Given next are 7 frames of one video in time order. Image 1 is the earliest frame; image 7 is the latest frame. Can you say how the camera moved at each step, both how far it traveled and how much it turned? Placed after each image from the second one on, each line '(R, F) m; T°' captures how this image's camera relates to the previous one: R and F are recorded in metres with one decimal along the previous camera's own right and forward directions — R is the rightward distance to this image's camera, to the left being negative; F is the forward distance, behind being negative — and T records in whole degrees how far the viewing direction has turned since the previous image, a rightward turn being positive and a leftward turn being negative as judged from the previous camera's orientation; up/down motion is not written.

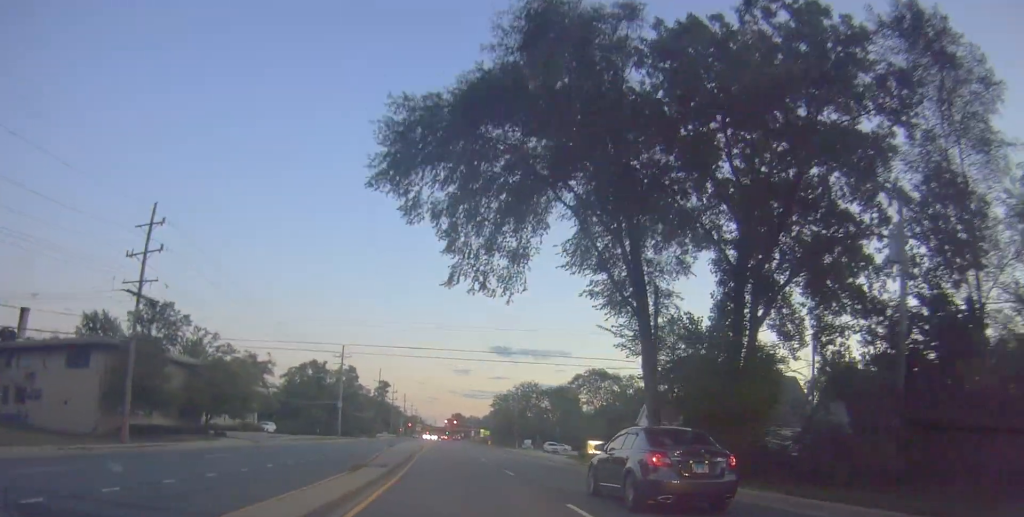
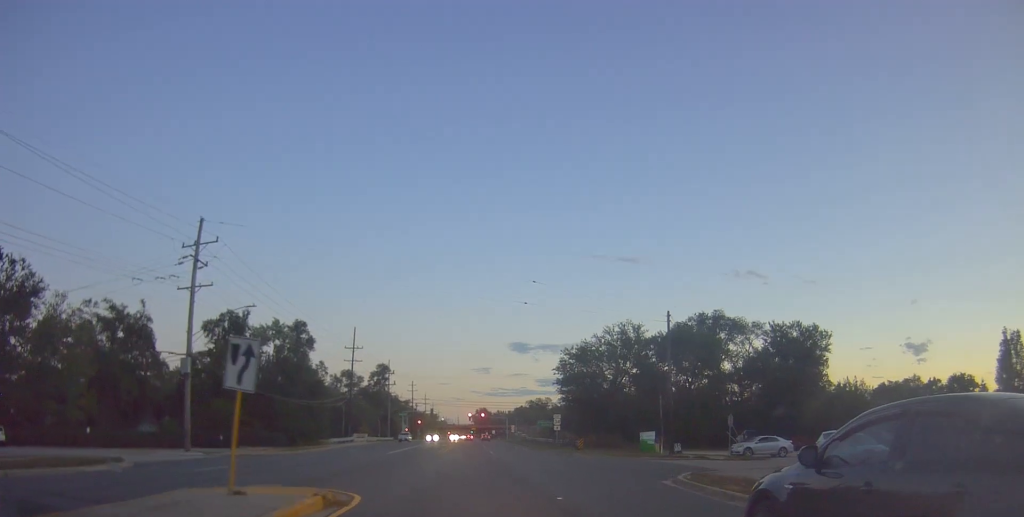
(-2.7, +66.7) m; -3°
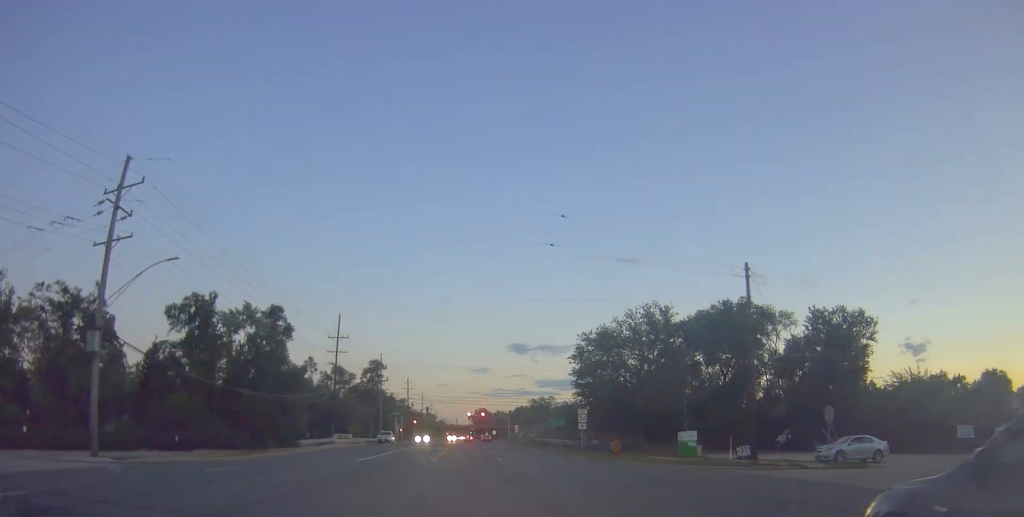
(-0.1, +11.1) m; 0°
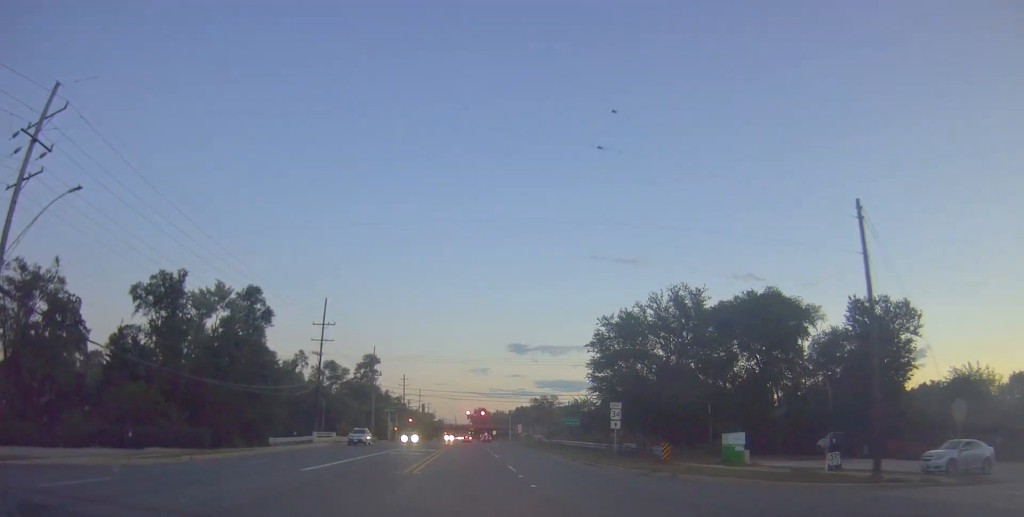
(0.0, +8.9) m; 0°
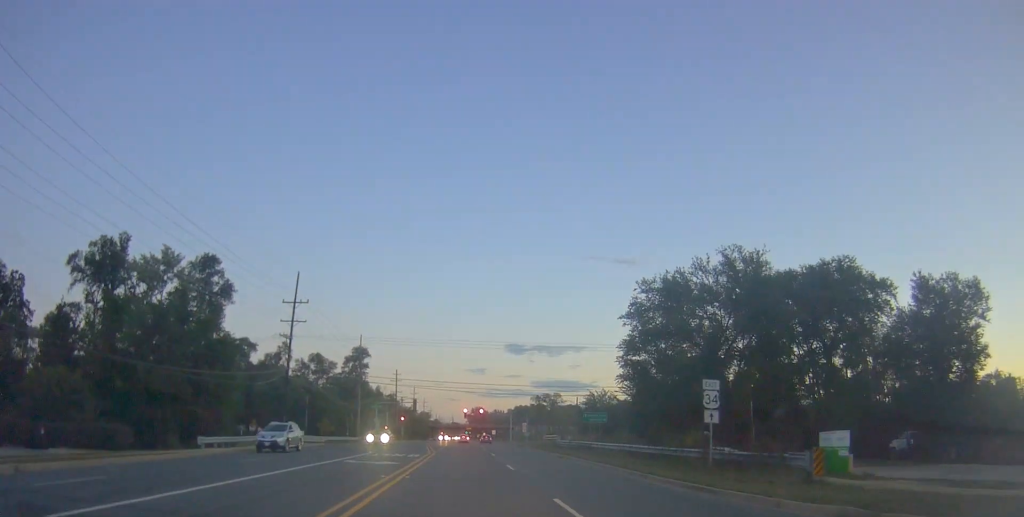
(+0.1, +12.4) m; +1°
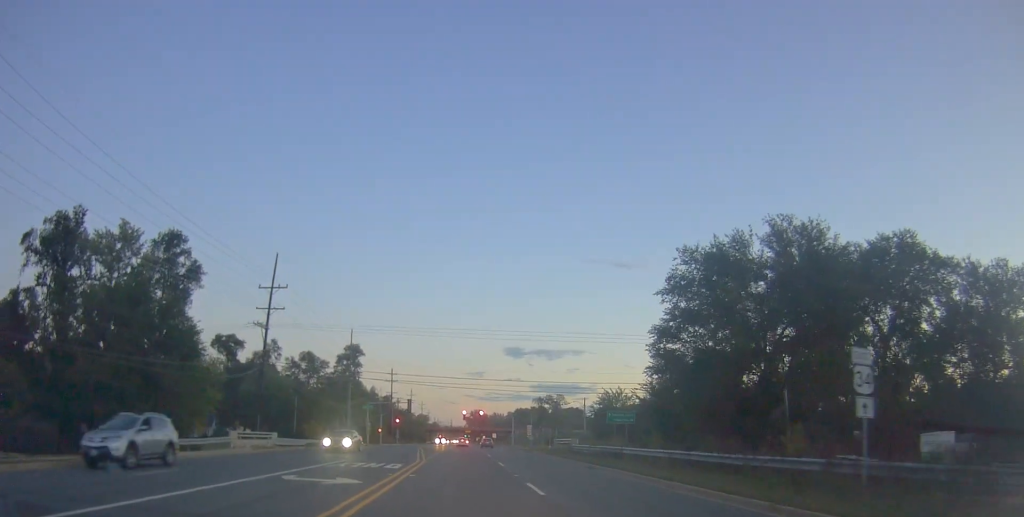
(+0.1, +8.1) m; +1°
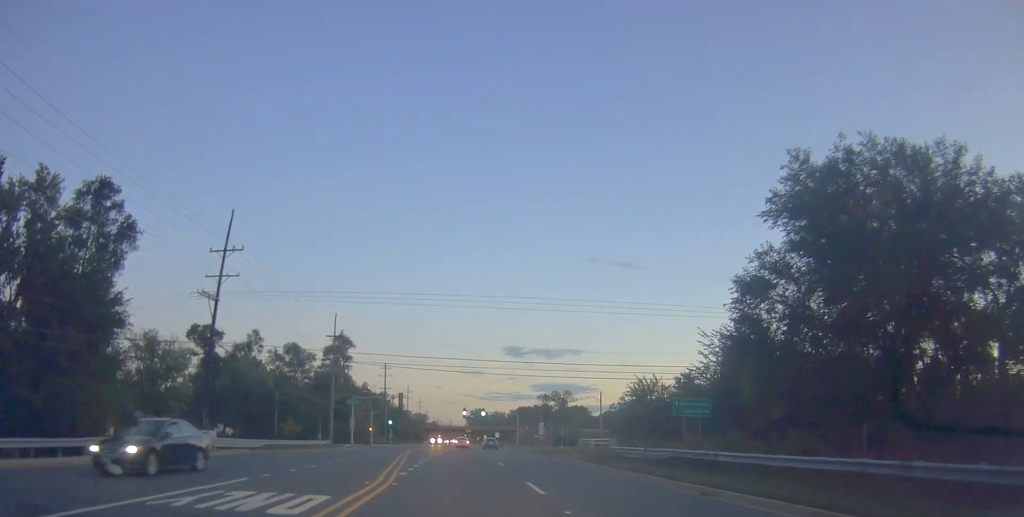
(+0.2, +12.6) m; 0°
